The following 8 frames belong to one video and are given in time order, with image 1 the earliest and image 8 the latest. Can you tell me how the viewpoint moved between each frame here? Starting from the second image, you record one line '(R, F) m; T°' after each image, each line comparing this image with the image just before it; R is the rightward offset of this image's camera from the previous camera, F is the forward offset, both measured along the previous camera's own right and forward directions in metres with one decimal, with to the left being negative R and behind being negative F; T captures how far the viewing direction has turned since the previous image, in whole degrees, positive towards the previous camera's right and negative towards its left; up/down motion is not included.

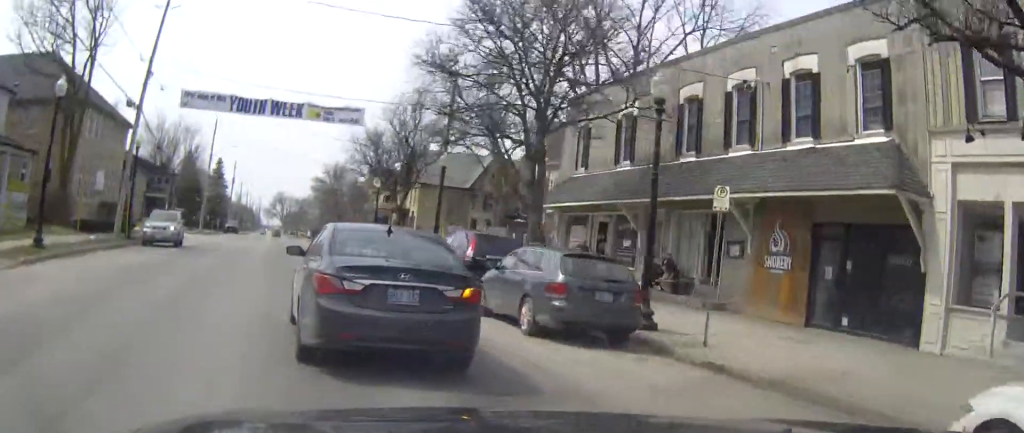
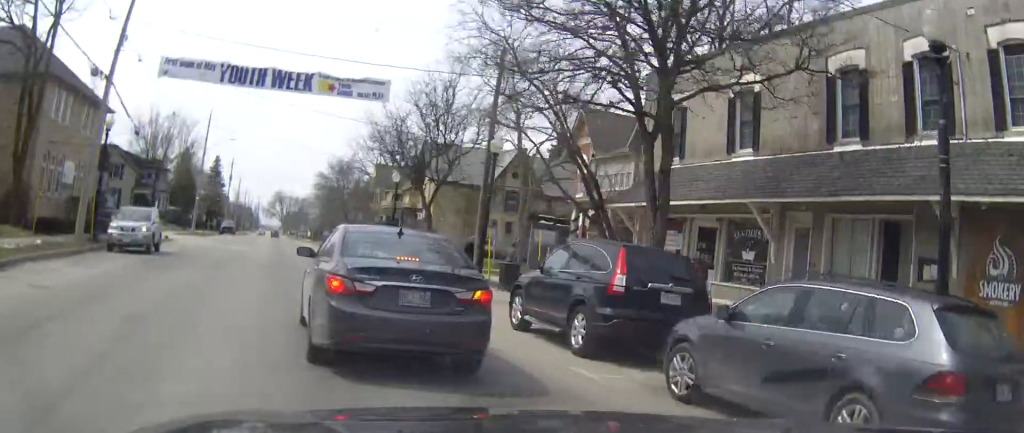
(0.0, +7.0) m; 0°
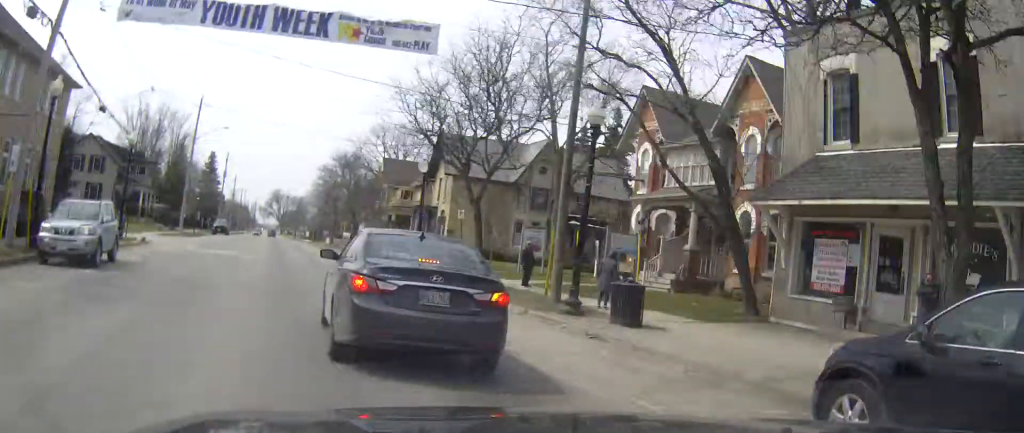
(0.0, +8.2) m; 0°
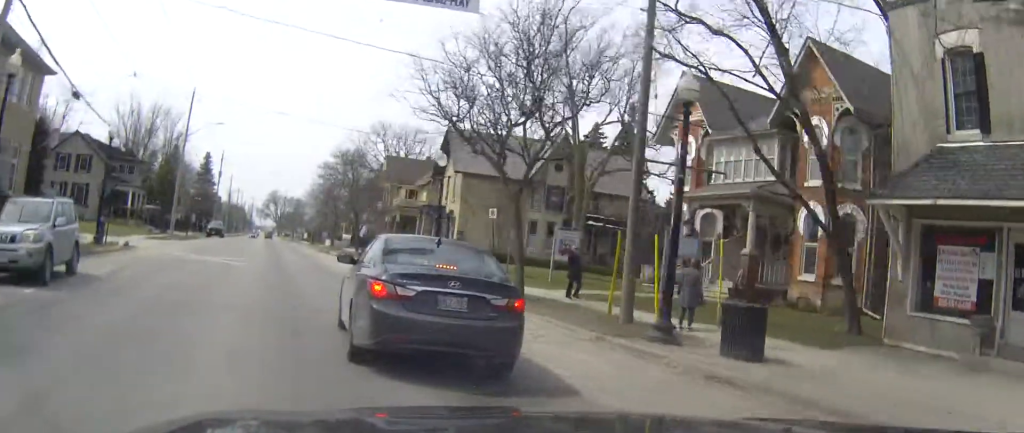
(0.0, +4.5) m; 0°
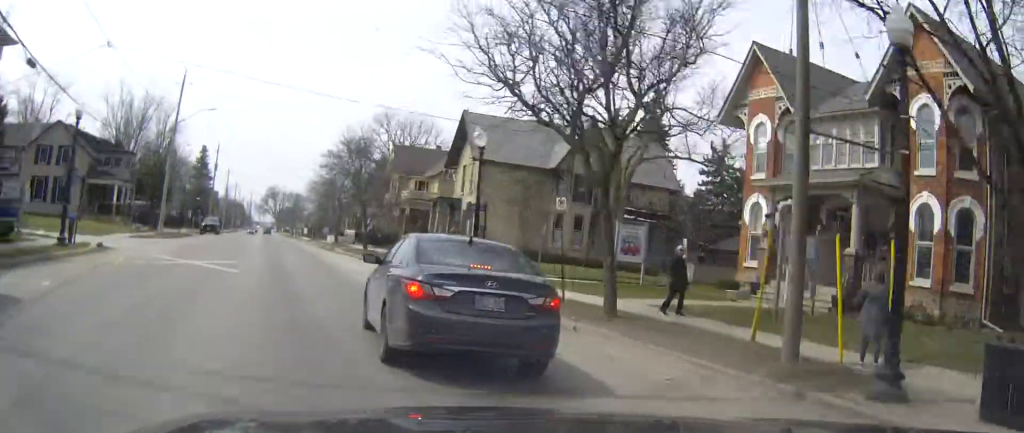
(0.0, +6.0) m; 0°
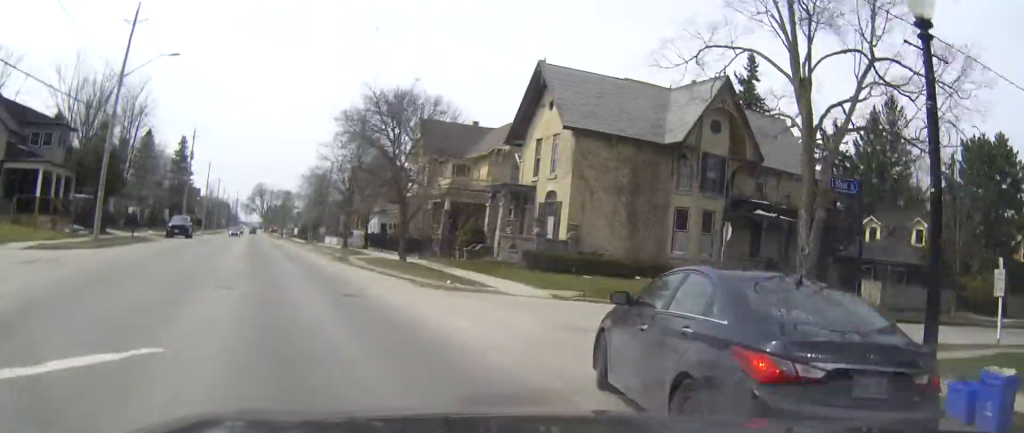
(+0.3, +18.4) m; +2°
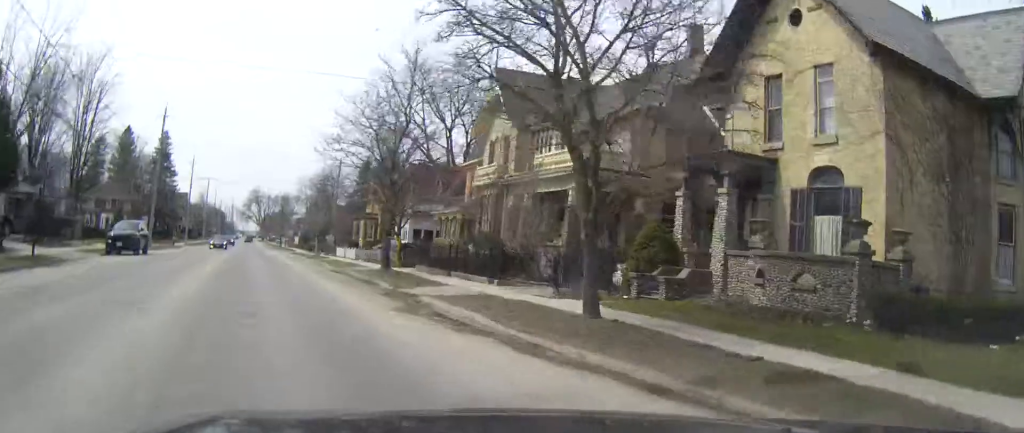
(+0.3, +19.9) m; +1°
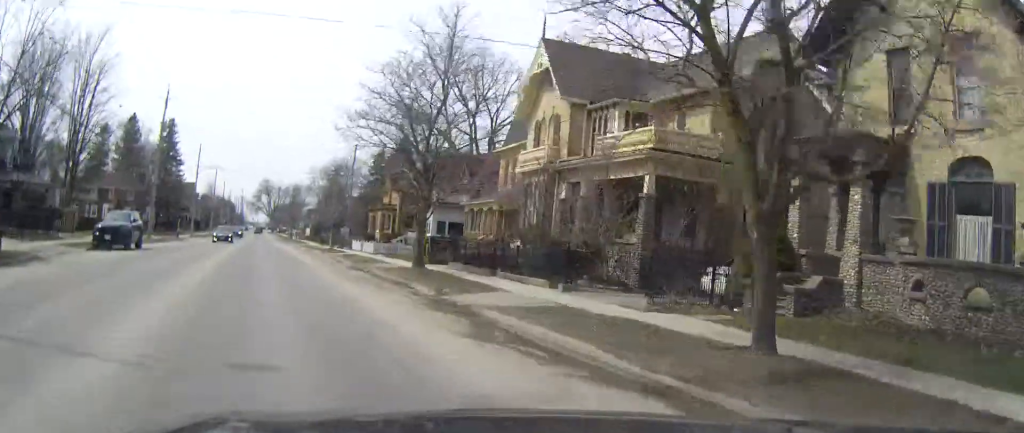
(+0.1, +4.9) m; 0°
